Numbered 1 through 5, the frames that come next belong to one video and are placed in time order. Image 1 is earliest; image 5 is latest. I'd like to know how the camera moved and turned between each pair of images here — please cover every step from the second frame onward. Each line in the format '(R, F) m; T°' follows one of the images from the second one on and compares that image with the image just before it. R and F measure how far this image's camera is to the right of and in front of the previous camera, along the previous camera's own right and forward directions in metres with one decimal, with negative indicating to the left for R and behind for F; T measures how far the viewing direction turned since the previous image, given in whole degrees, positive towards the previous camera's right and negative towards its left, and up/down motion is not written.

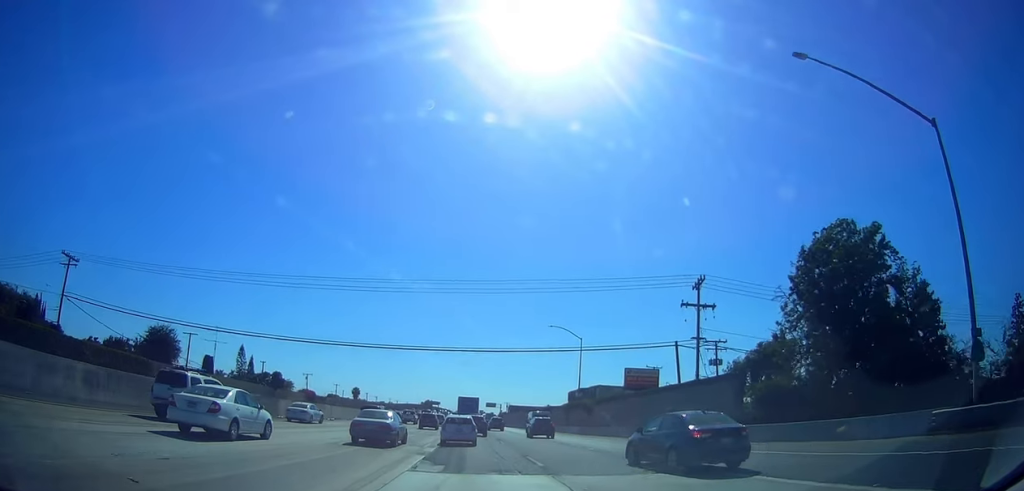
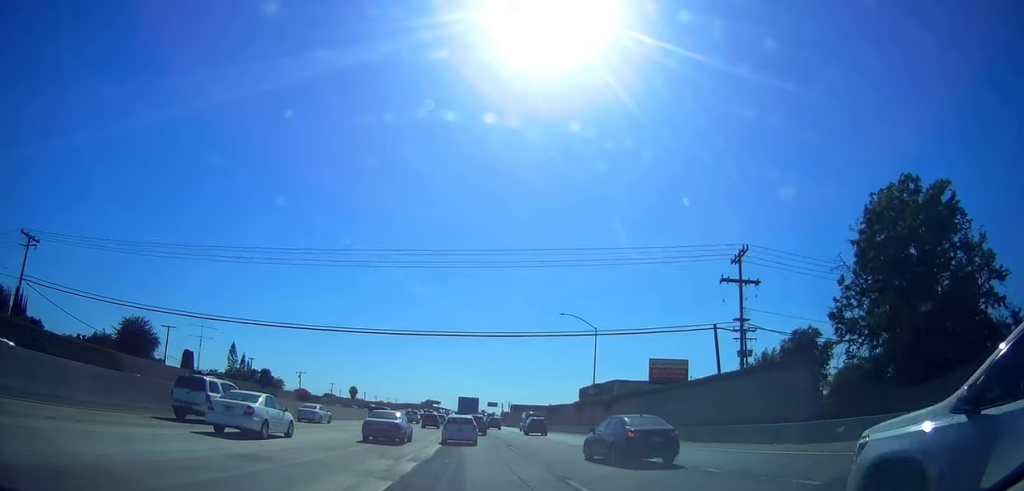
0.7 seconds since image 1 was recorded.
(-0.3, +7.2) m; -2°
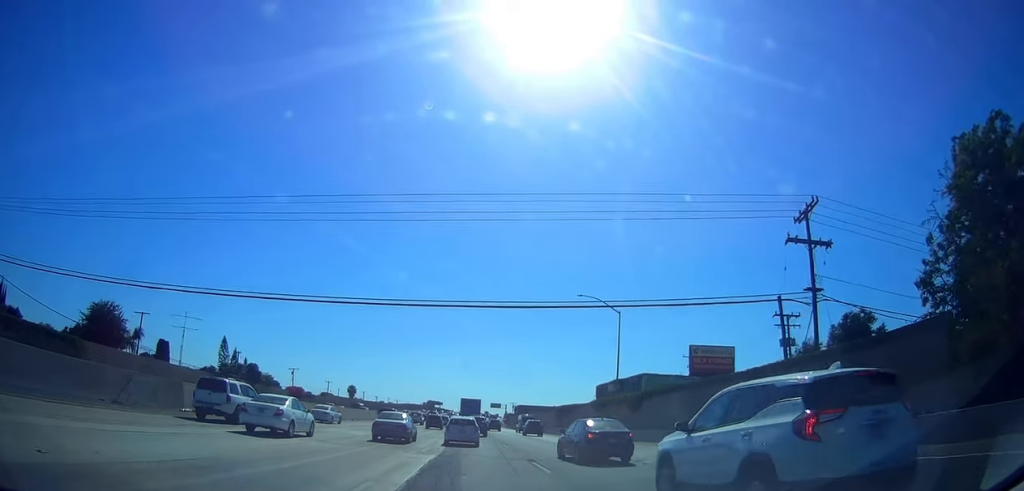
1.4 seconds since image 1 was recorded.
(-0.3, +8.2) m; -1°
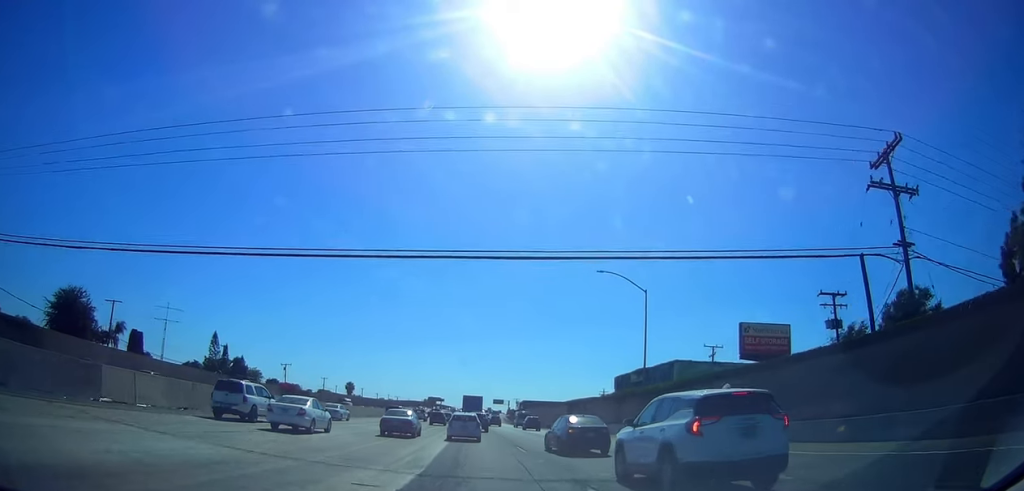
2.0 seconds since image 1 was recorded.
(+0.2, +7.3) m; +1°
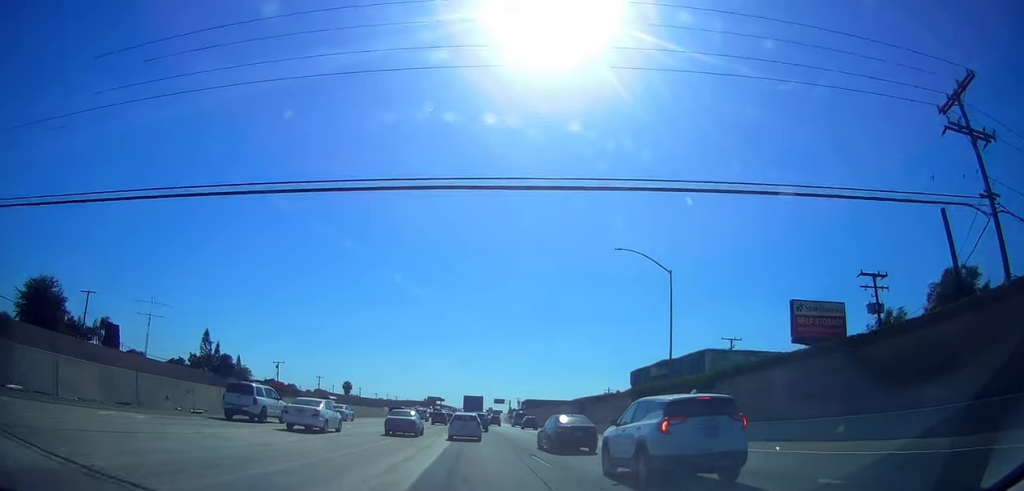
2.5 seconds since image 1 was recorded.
(0.0, +5.6) m; +1°
